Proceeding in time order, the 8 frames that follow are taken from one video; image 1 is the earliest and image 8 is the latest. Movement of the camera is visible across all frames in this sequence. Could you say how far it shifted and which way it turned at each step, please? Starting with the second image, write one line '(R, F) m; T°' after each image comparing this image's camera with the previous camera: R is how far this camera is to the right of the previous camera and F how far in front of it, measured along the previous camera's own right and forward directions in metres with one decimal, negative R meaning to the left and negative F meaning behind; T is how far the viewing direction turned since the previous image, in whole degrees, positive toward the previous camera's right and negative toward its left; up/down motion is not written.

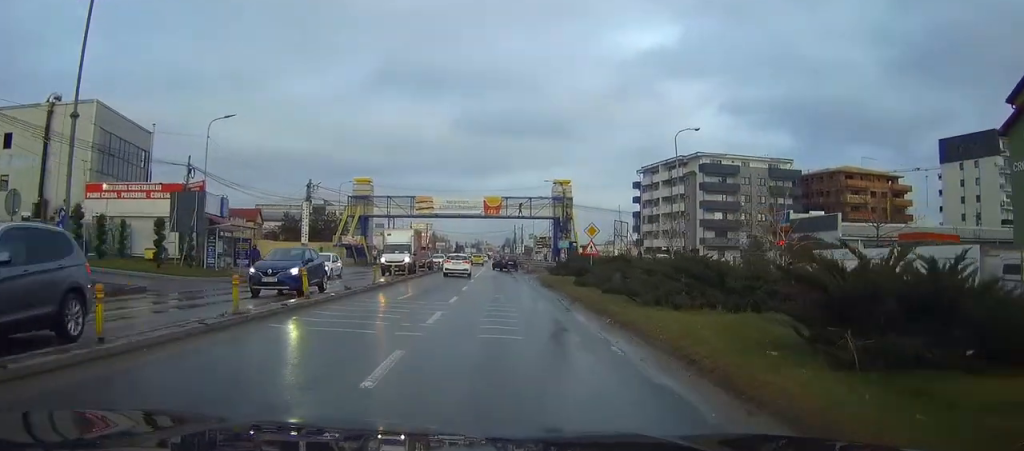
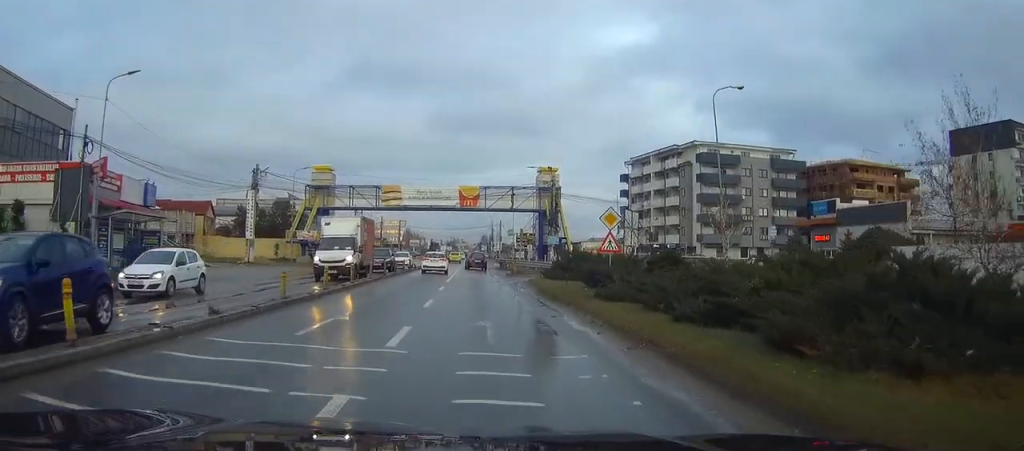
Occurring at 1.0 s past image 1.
(+0.6, +10.2) m; +4°
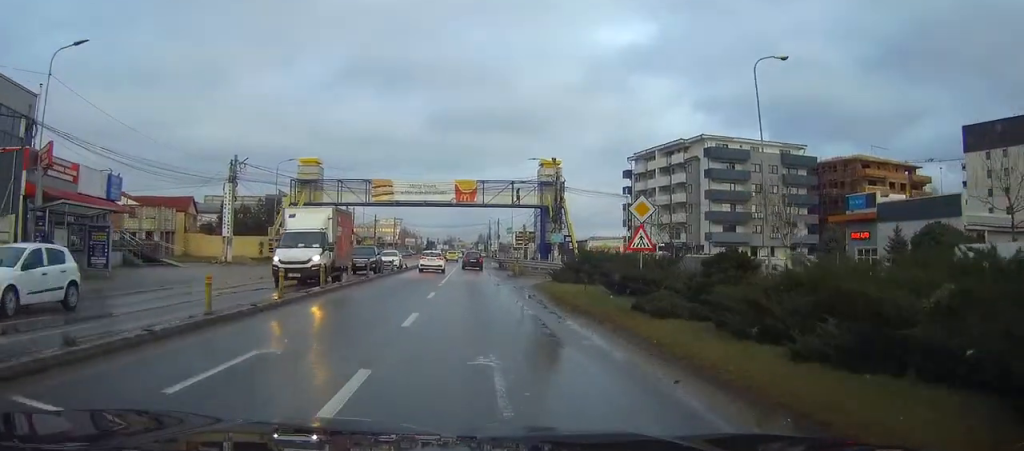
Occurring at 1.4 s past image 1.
(0.0, +4.9) m; 0°
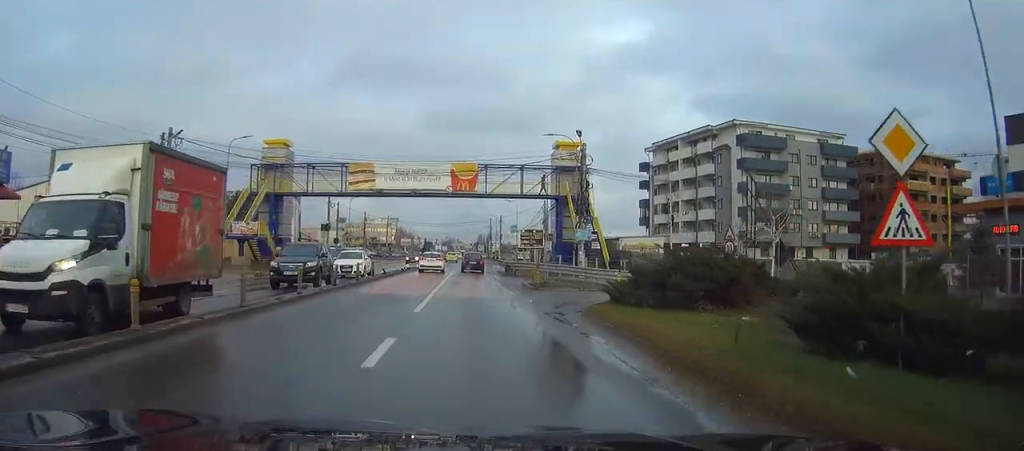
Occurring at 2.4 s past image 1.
(0.0, +12.8) m; 0°
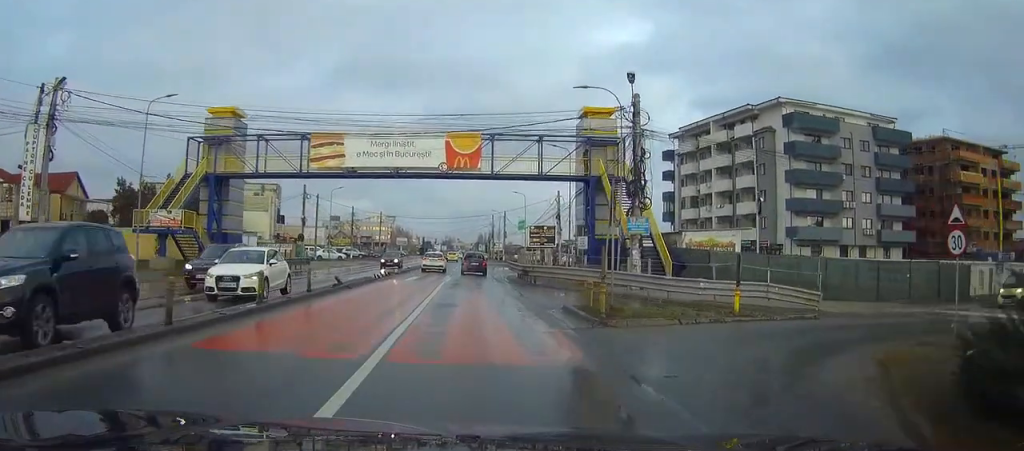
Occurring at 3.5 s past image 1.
(+0.1, +13.9) m; 0°
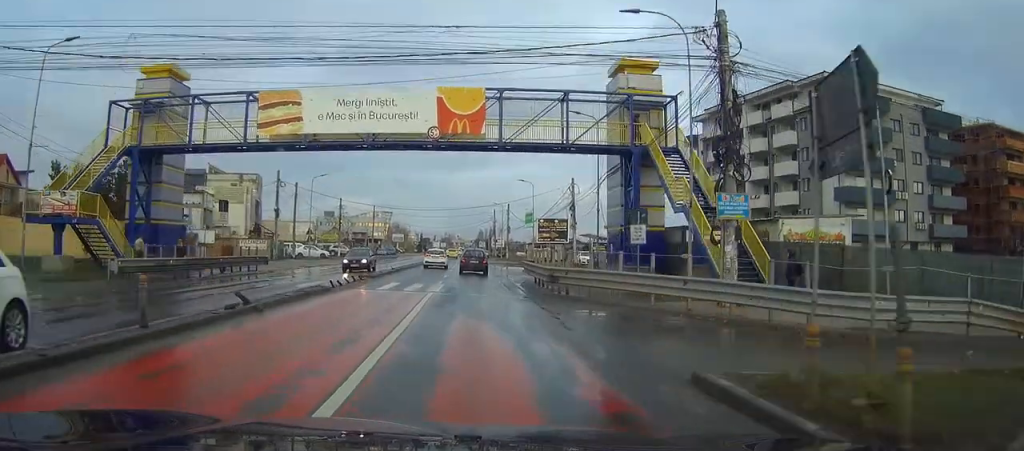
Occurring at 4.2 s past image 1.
(0.0, +11.0) m; 0°
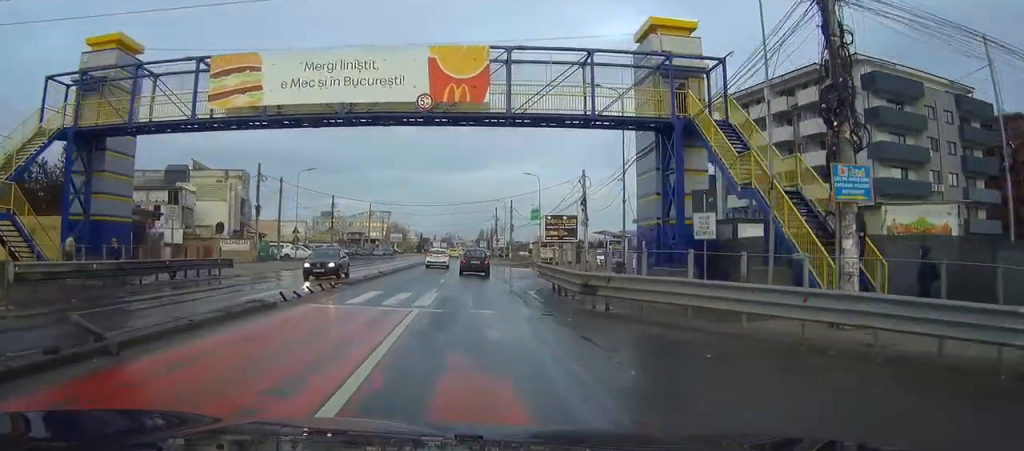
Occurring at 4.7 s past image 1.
(0.0, +6.4) m; 0°
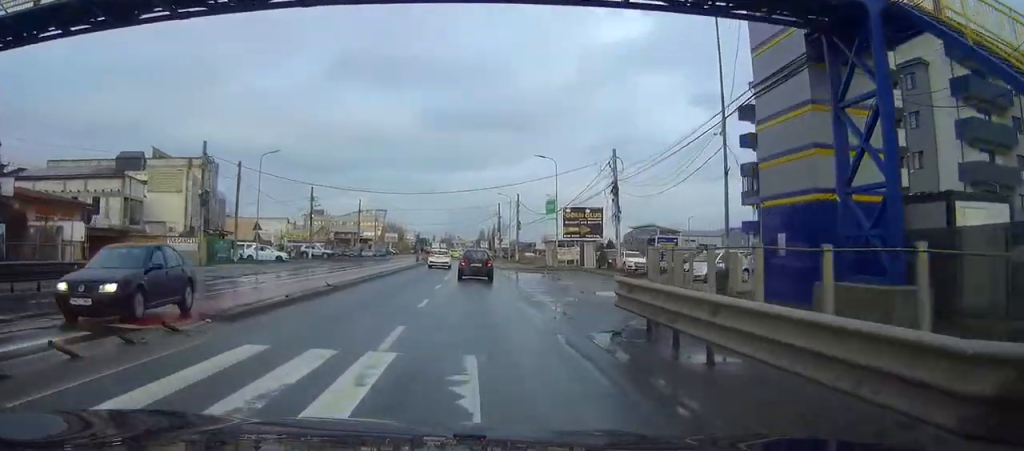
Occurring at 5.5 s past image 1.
(0.0, +13.2) m; 0°
